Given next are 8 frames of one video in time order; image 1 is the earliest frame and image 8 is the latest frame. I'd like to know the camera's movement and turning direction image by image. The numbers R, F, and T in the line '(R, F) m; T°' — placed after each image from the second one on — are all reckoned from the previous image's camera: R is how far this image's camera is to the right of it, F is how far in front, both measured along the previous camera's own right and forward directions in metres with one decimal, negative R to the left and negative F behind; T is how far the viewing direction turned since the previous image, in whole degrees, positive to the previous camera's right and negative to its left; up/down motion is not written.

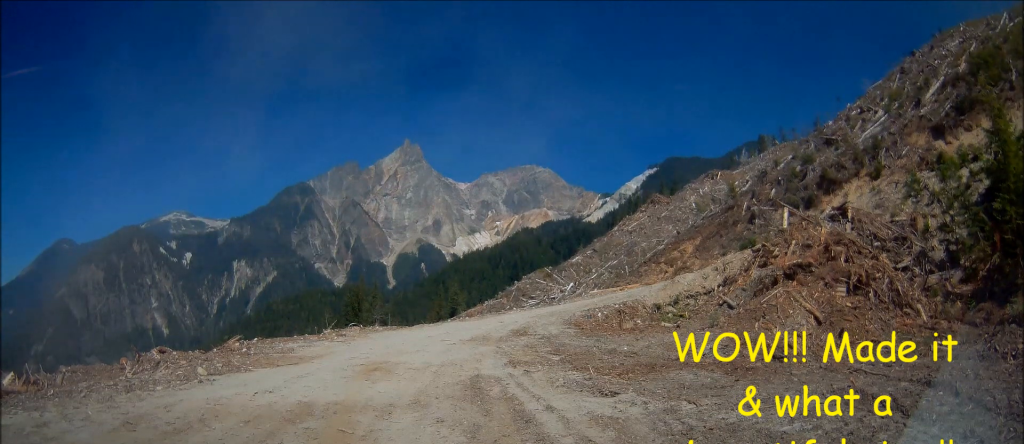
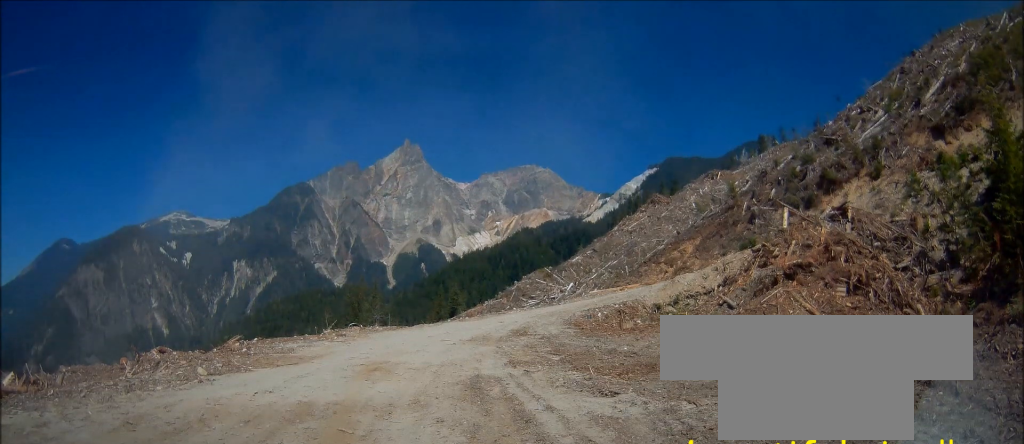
(0.0, 0.0) m; 0°
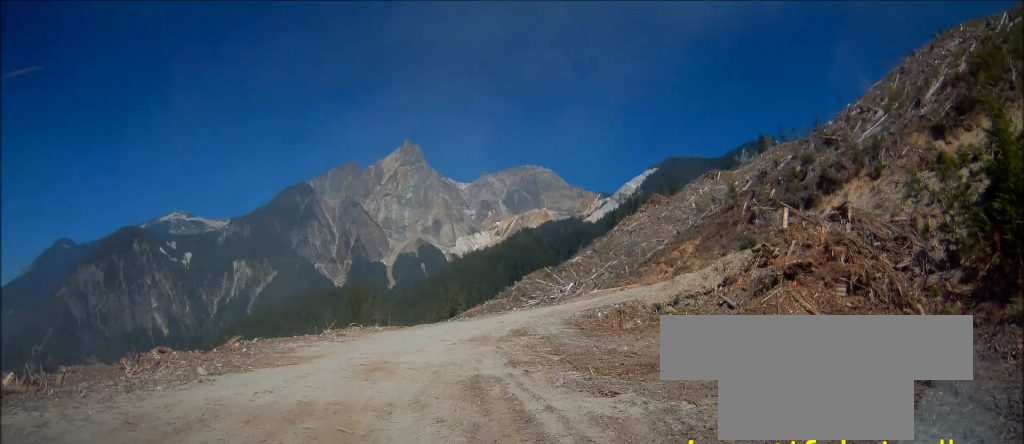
(0.0, 0.0) m; 0°
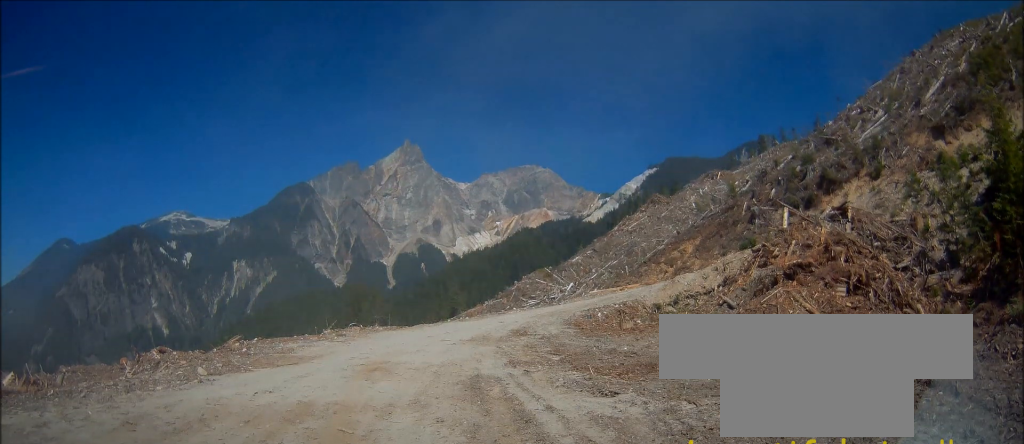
(0.0, 0.0) m; 0°
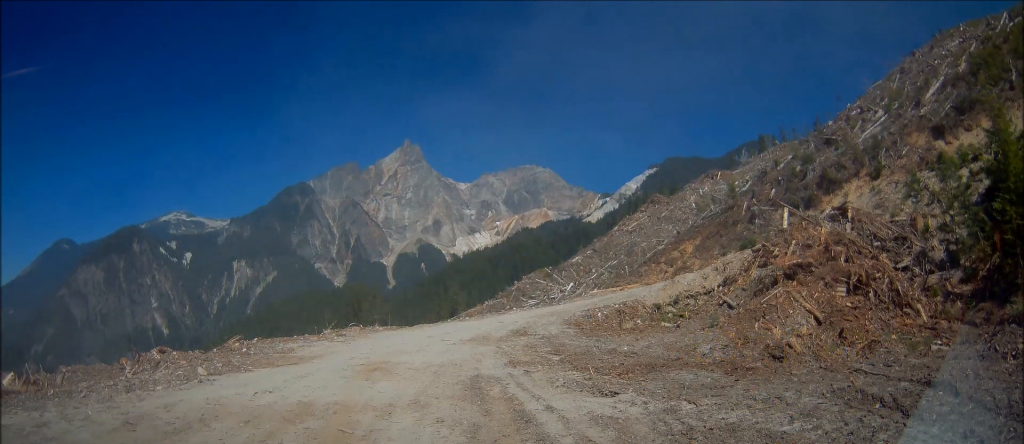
(0.0, 0.0) m; 0°
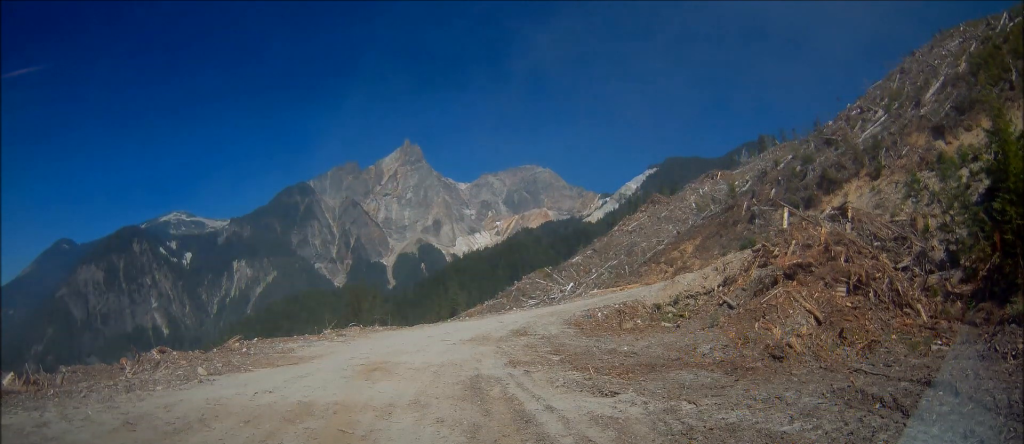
(0.0, 0.0) m; 0°
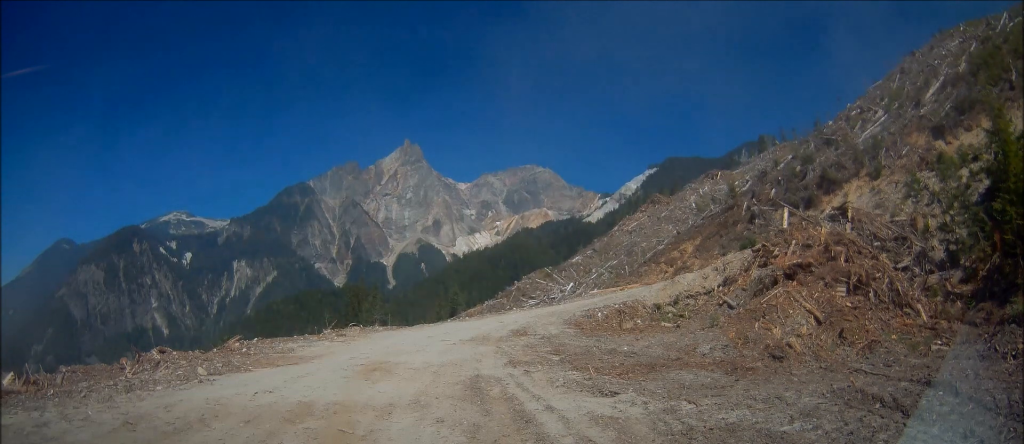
(0.0, 0.0) m; 0°
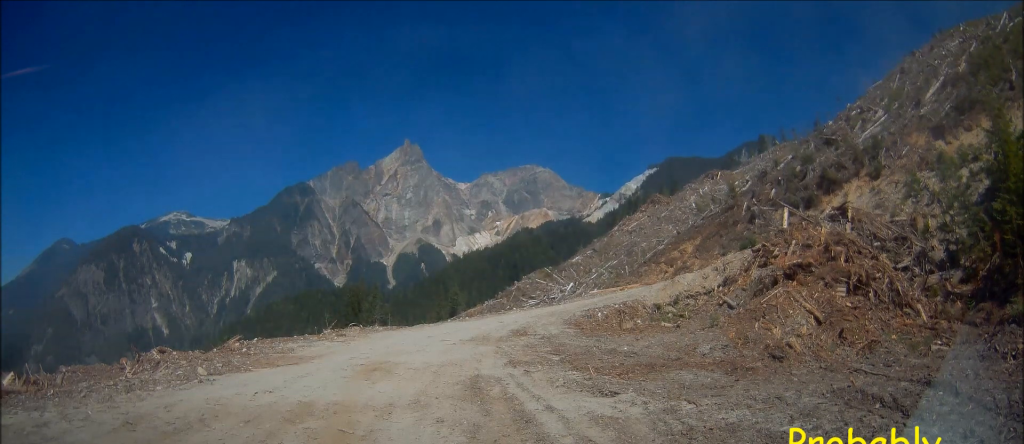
(0.0, 0.0) m; 0°
